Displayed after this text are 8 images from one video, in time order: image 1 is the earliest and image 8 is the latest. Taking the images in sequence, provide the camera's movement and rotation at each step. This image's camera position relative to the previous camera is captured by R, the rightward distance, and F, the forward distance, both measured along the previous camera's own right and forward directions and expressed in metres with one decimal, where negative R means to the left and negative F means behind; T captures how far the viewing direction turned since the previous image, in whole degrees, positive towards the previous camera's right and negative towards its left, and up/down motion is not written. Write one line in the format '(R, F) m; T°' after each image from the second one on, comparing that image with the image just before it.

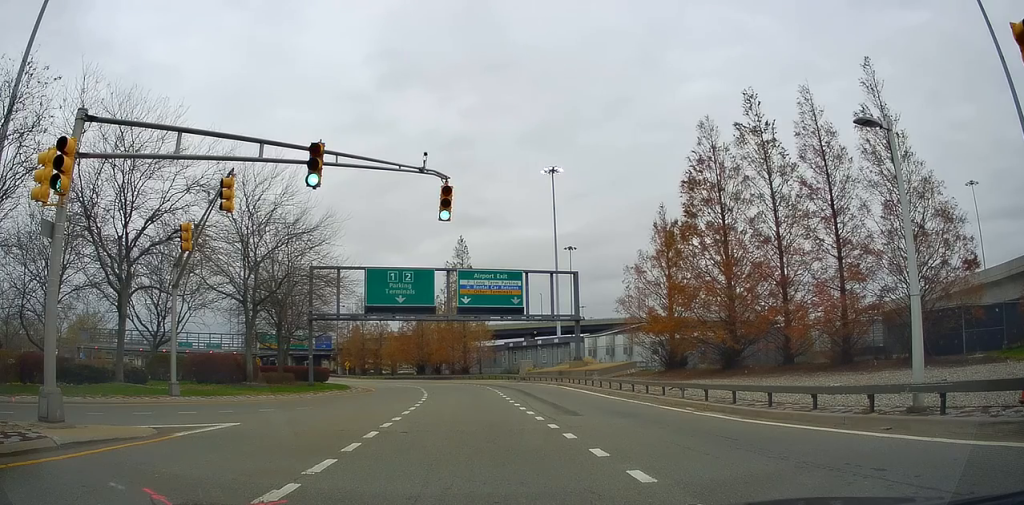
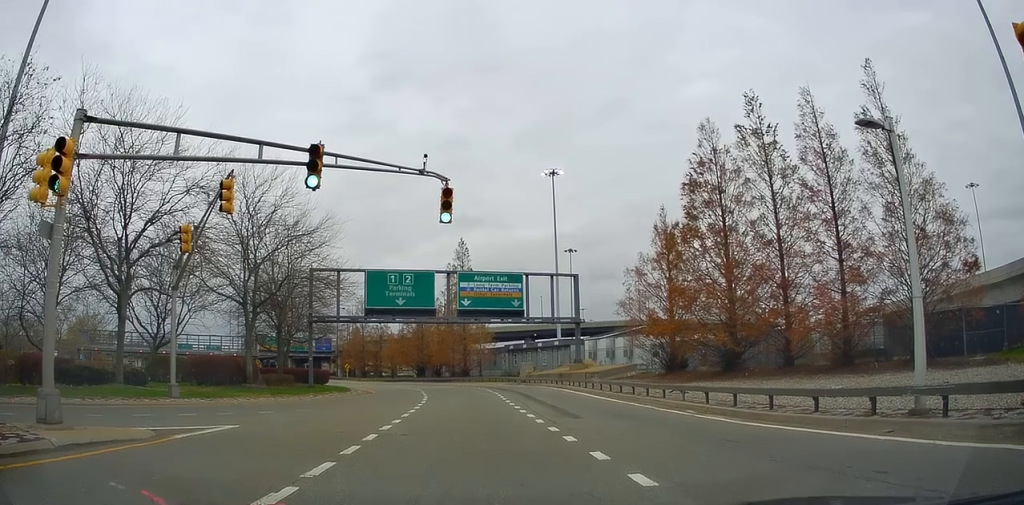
(0.0, 0.0) m; 0°
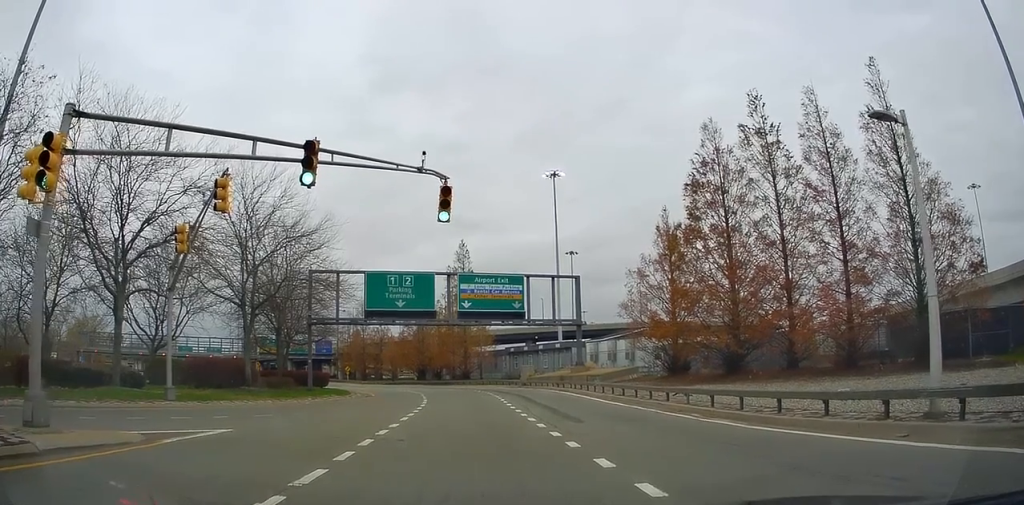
(0.0, 0.0) m; 0°
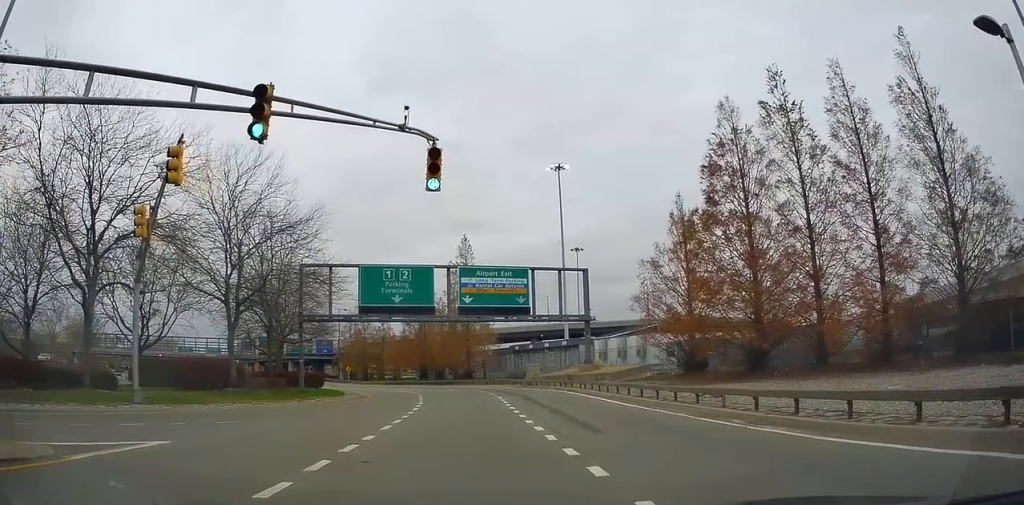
(+0.1, +0.4) m; 0°
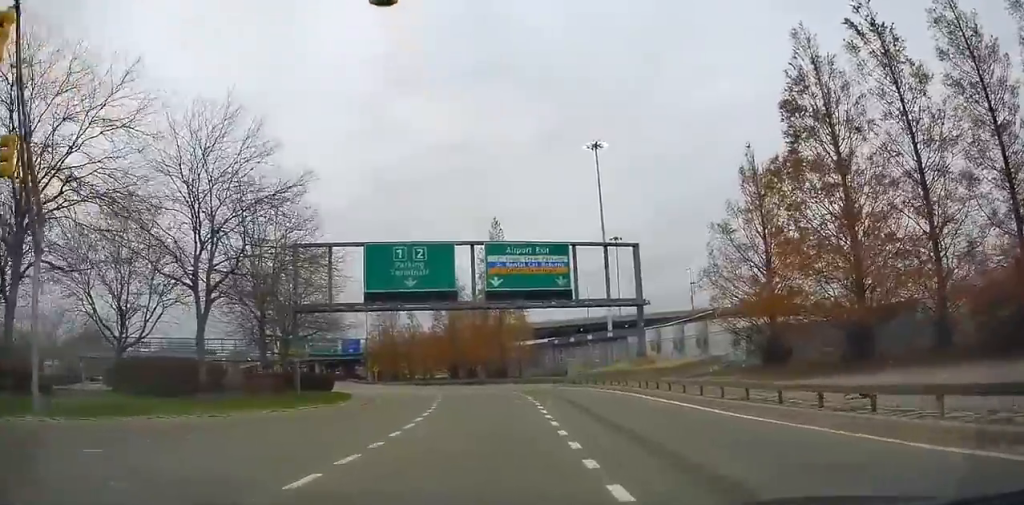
(+0.2, +0.4) m; 0°
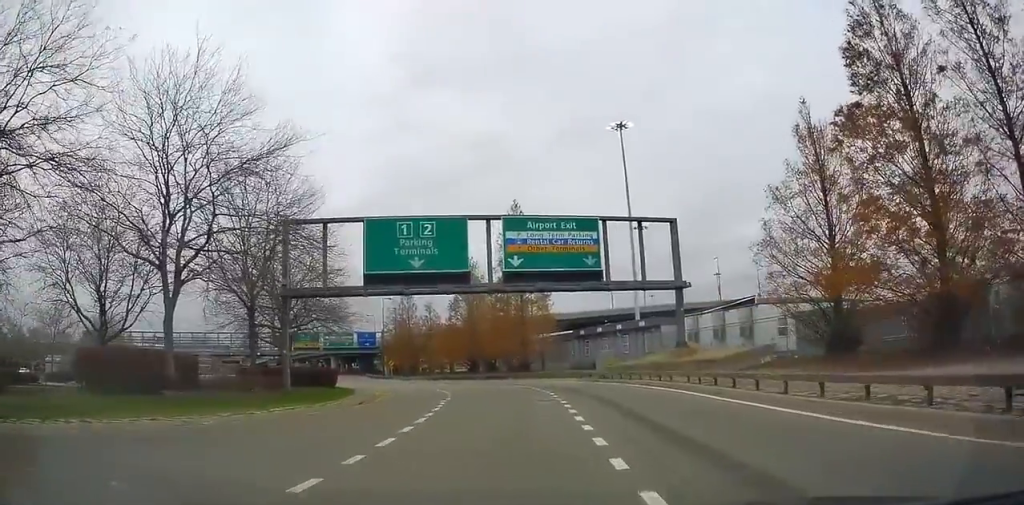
(+0.1, +1.1) m; 0°
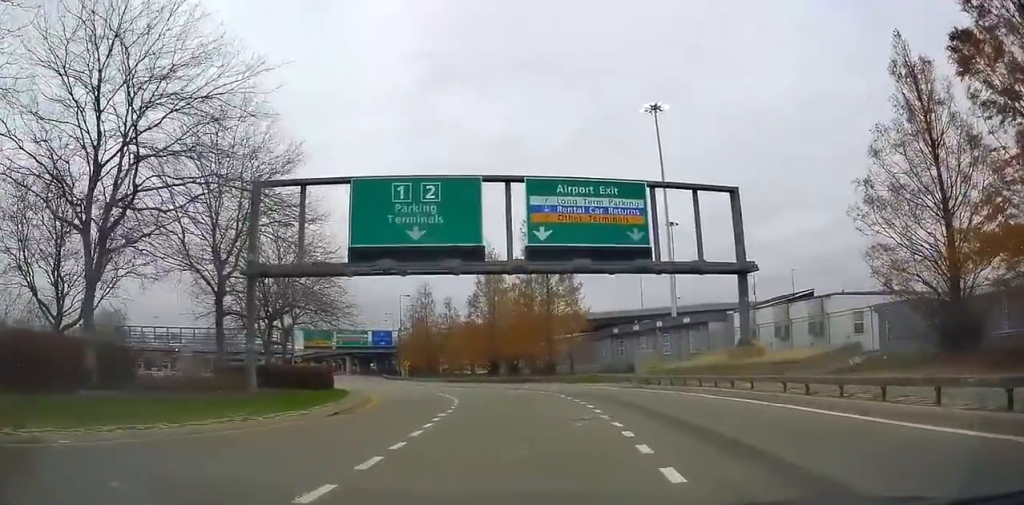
(+0.1, +2.2) m; 0°
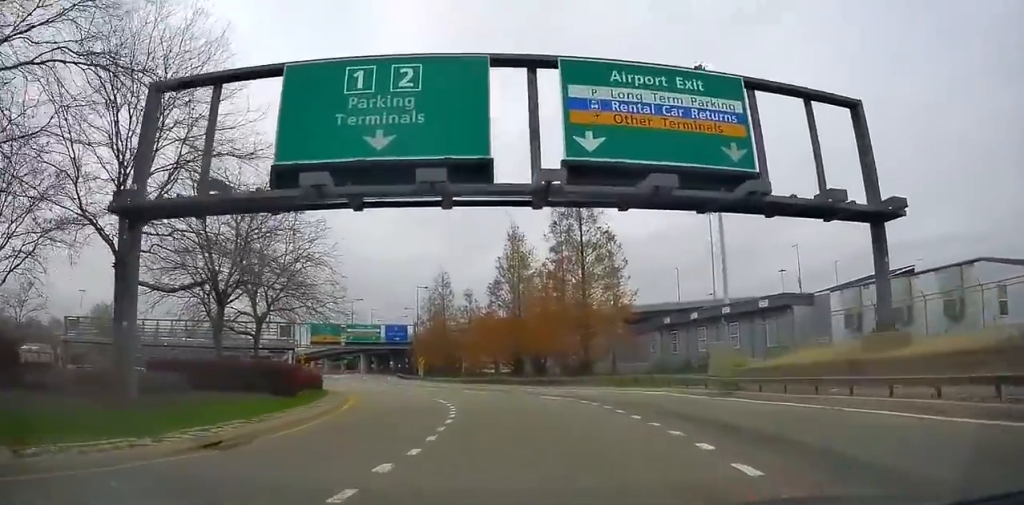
(-0.1, +5.6) m; -1°
